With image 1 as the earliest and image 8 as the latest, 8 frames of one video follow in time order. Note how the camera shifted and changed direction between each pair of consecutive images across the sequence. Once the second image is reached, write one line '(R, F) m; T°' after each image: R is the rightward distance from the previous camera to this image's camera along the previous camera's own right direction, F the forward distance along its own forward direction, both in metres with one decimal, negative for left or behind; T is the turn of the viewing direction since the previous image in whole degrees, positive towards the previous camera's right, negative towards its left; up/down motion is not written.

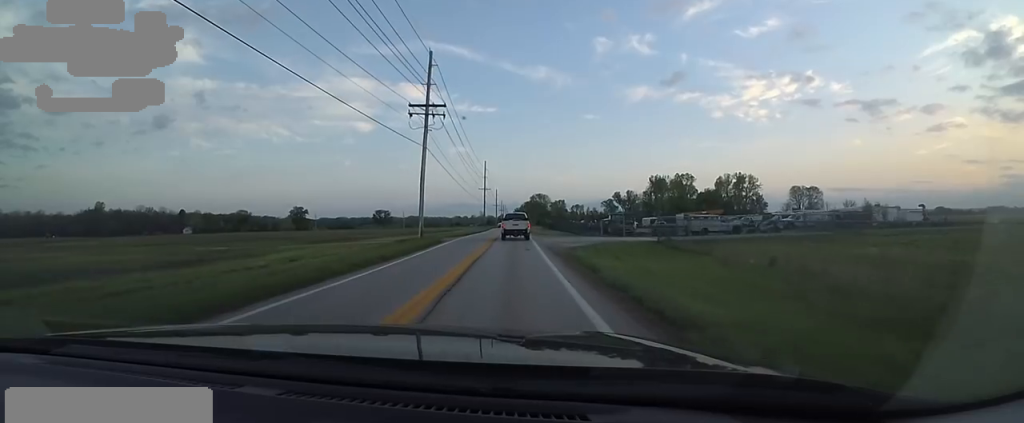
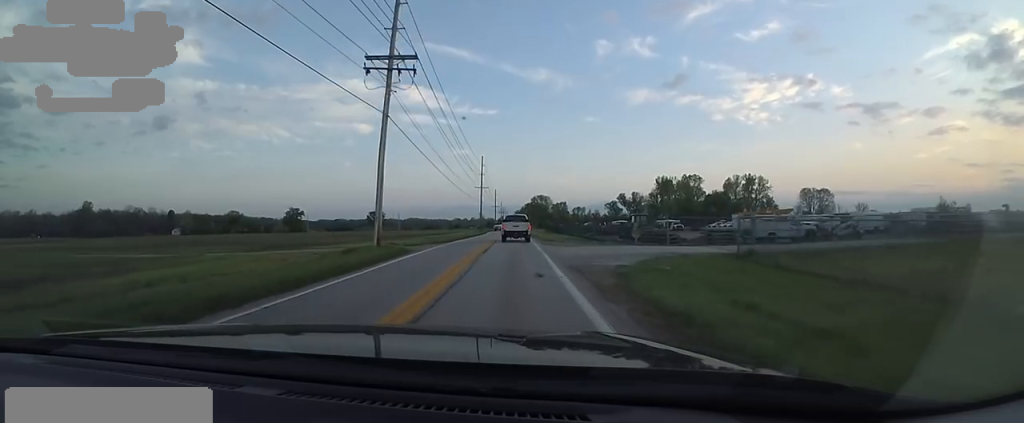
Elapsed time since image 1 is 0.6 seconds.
(-0.3, +11.7) m; -1°
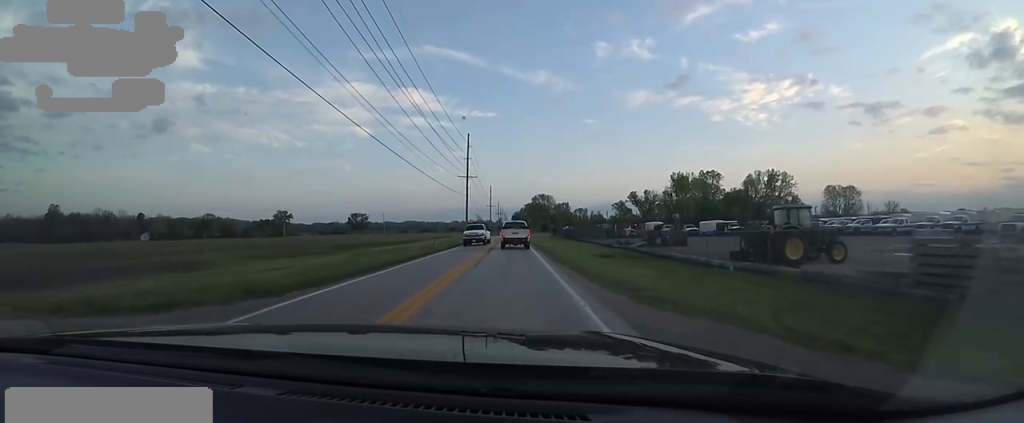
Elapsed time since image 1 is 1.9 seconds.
(-0.4, +27.9) m; +3°
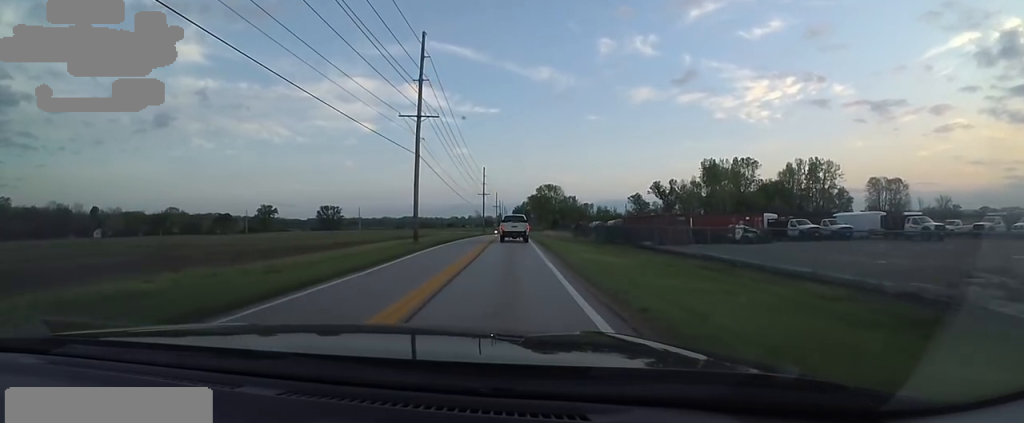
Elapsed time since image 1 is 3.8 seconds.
(+0.5, +37.9) m; -3°
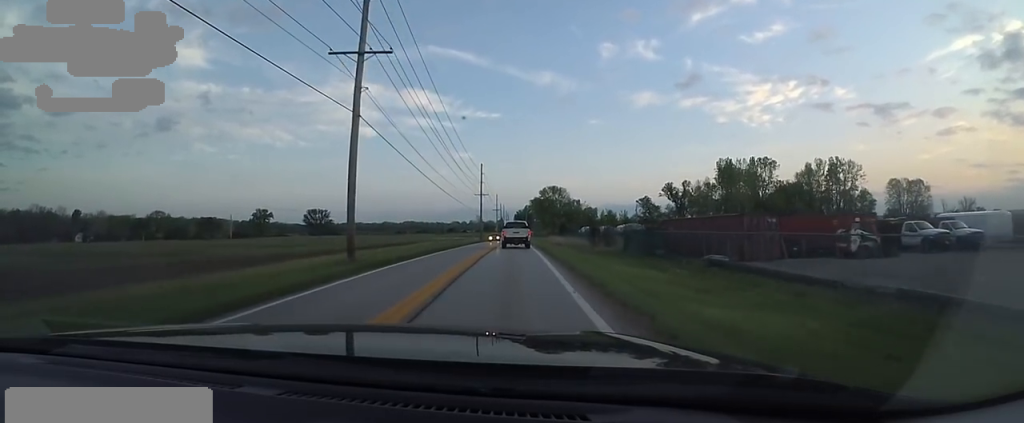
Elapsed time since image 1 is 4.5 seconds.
(-0.2, +13.8) m; +1°
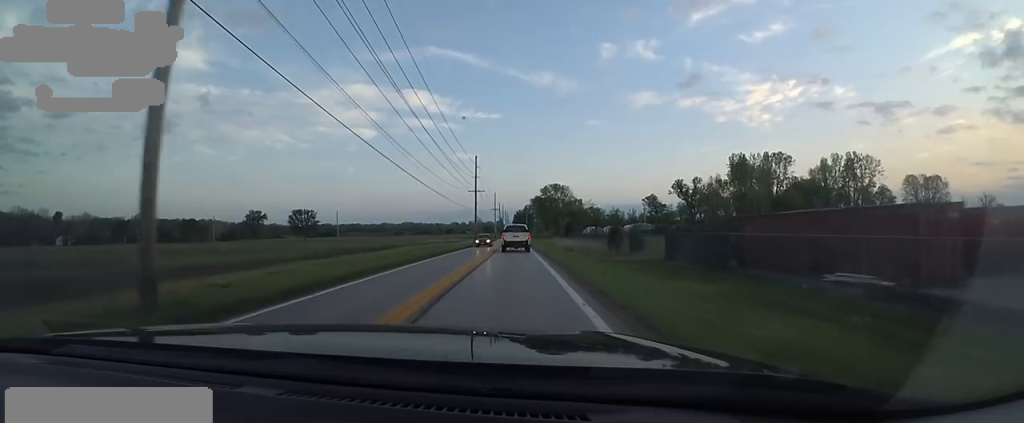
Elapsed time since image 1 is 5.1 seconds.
(-0.2, +11.8) m; +2°
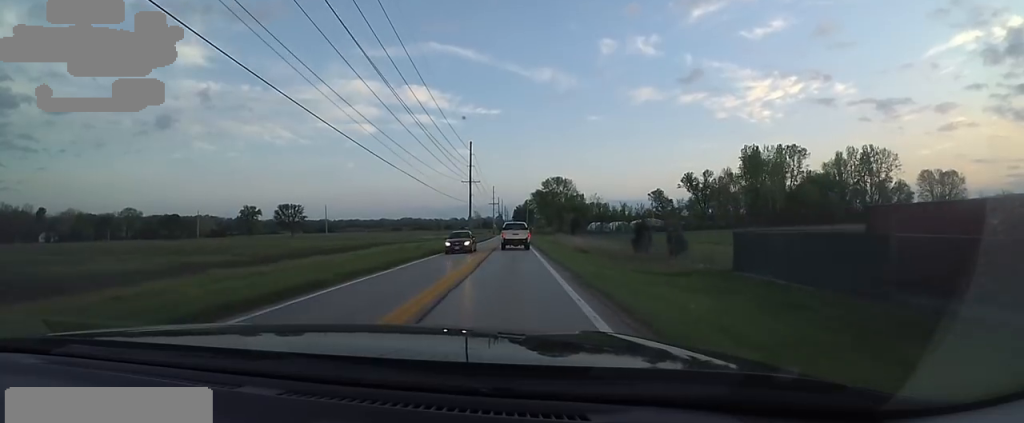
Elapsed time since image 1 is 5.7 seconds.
(+0.6, +10.5) m; 0°
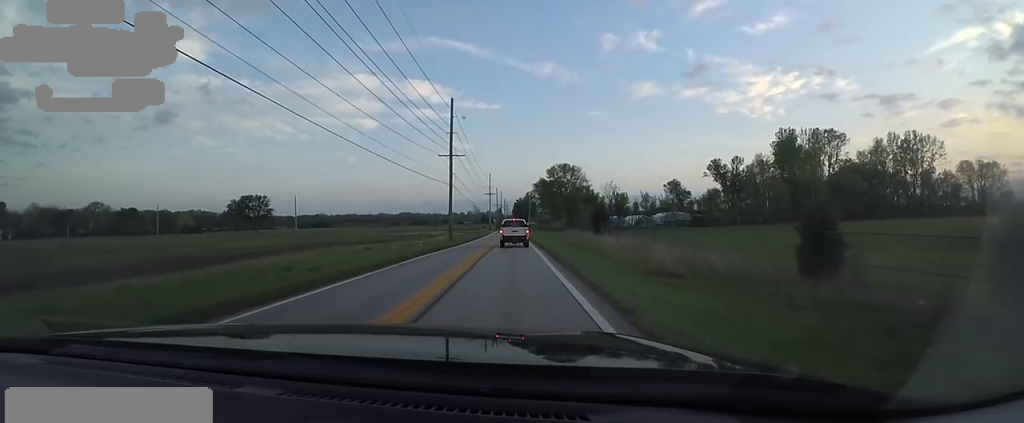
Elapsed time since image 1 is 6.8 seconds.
(-0.1, +22.5) m; -2°
